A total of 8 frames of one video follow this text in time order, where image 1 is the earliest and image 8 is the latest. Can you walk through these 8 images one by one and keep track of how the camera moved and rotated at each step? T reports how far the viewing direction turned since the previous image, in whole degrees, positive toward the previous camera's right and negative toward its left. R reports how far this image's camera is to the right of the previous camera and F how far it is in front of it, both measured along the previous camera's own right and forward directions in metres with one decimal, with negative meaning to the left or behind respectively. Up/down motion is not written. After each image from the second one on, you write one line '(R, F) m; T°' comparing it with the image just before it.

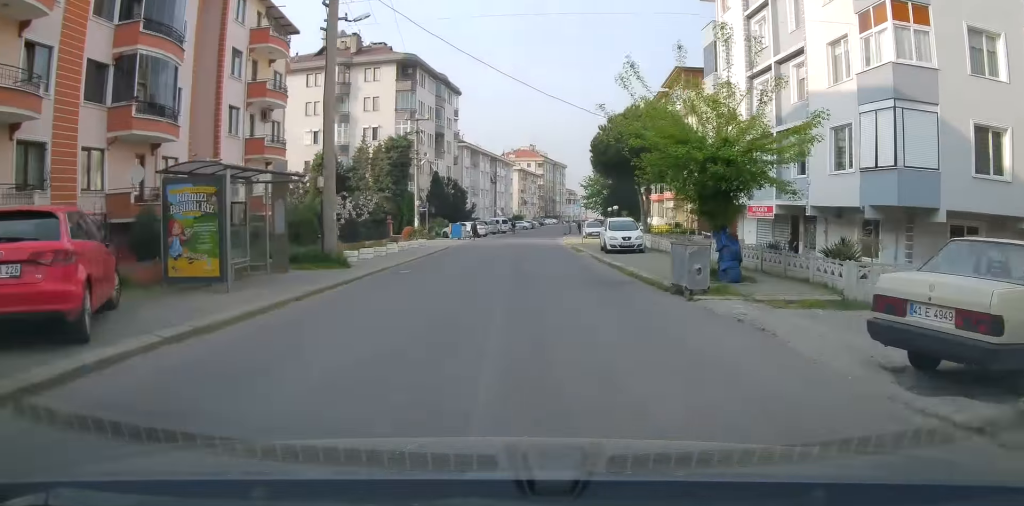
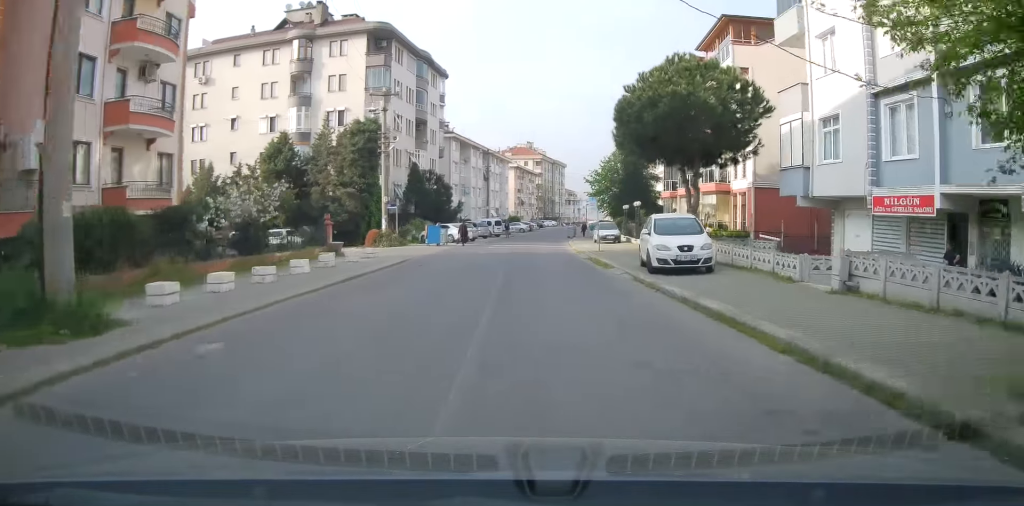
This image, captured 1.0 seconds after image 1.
(+0.3, +10.1) m; +1°
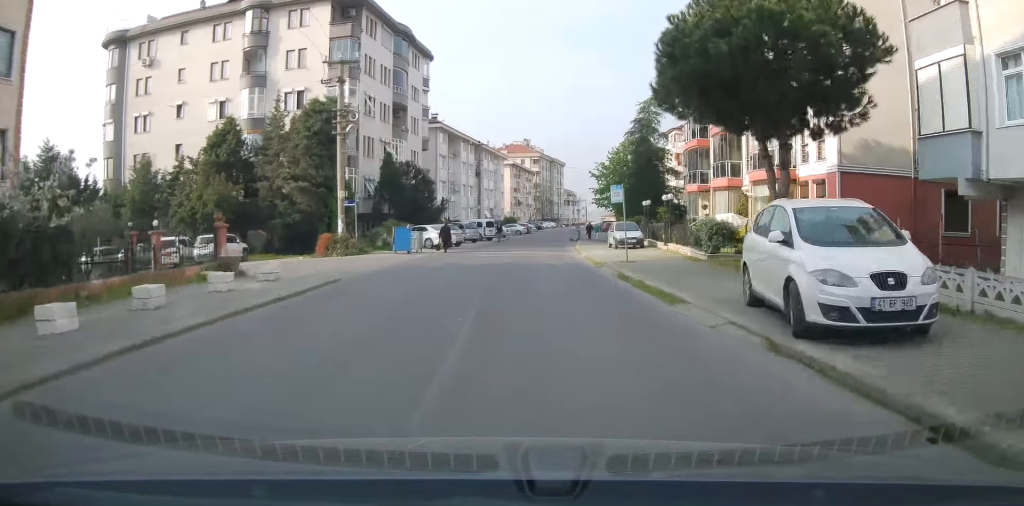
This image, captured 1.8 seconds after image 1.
(-0.1, +8.8) m; 0°
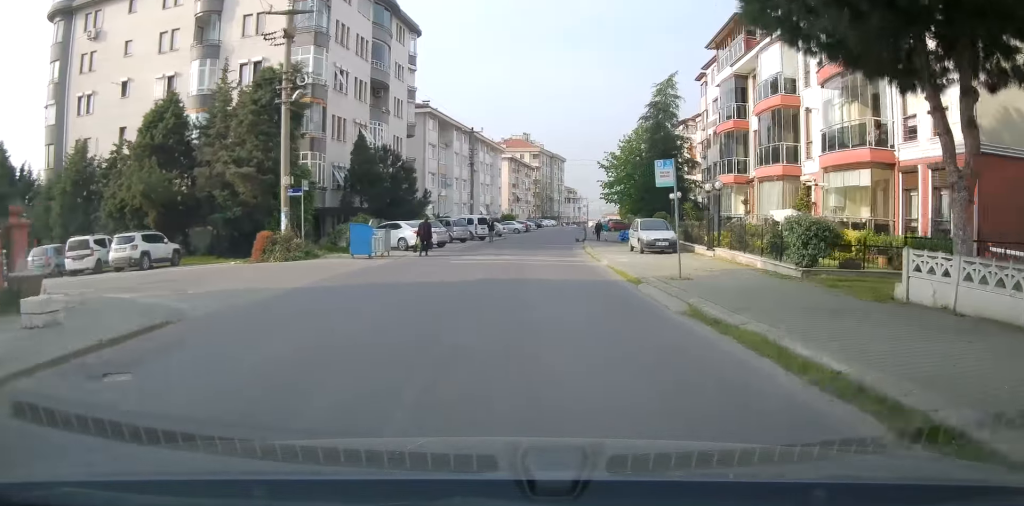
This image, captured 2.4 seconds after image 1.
(-0.1, +7.3) m; 0°
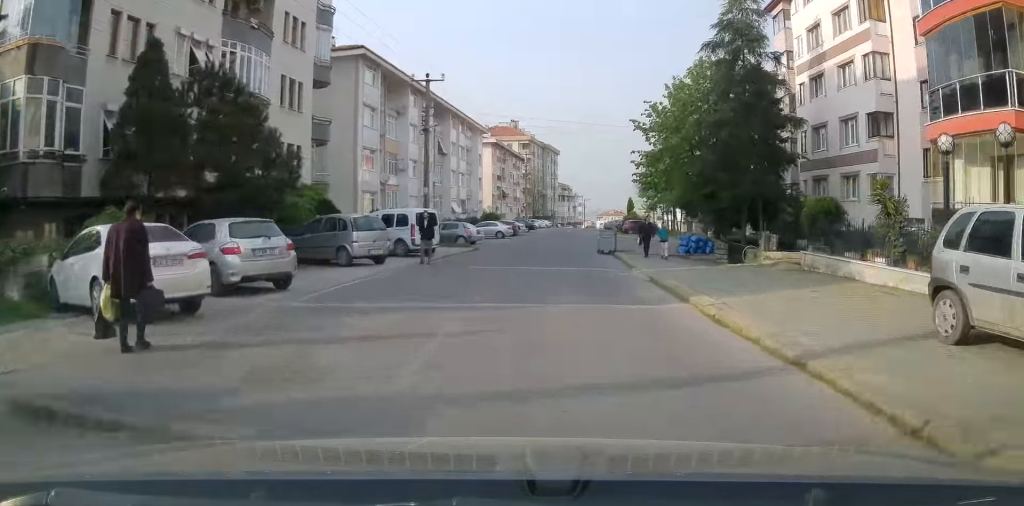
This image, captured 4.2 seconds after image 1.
(+0.6, +21.1) m; +4°
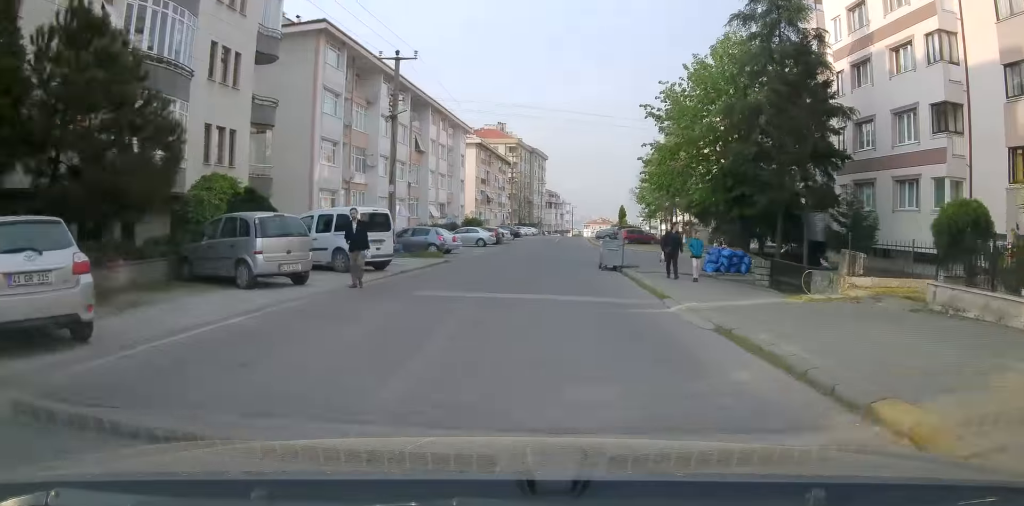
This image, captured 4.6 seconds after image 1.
(+0.2, +5.9) m; +1°
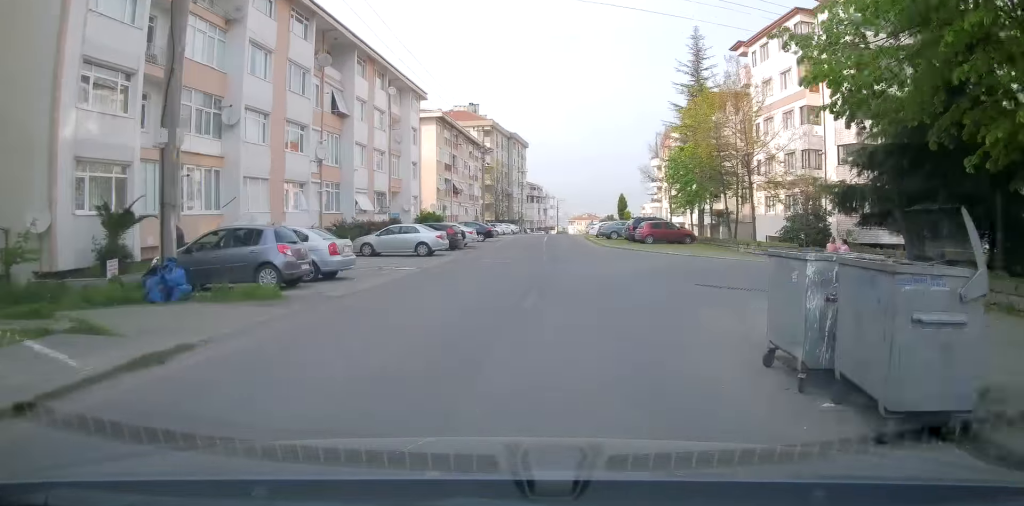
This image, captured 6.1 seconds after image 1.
(+0.3, +18.4) m; +2°
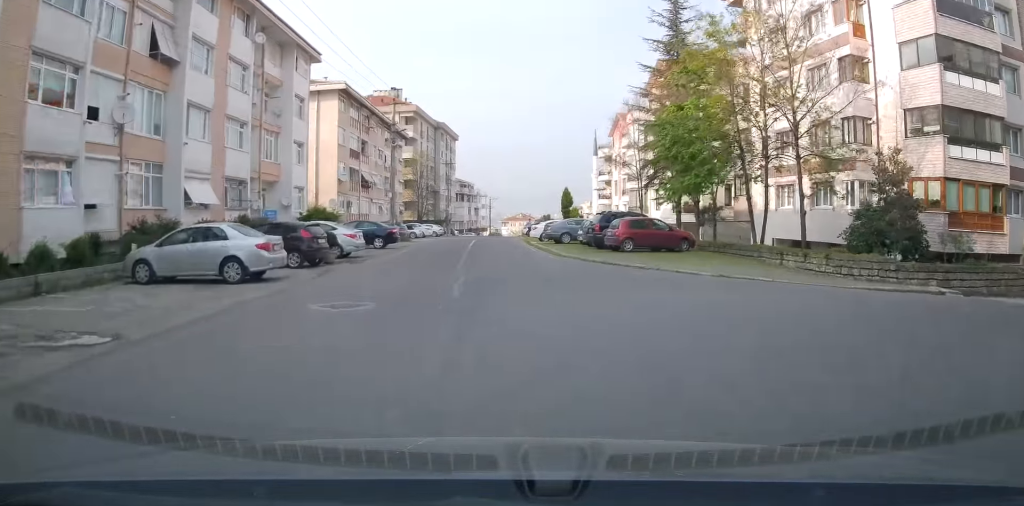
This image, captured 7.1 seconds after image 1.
(+0.2, +12.8) m; +2°
